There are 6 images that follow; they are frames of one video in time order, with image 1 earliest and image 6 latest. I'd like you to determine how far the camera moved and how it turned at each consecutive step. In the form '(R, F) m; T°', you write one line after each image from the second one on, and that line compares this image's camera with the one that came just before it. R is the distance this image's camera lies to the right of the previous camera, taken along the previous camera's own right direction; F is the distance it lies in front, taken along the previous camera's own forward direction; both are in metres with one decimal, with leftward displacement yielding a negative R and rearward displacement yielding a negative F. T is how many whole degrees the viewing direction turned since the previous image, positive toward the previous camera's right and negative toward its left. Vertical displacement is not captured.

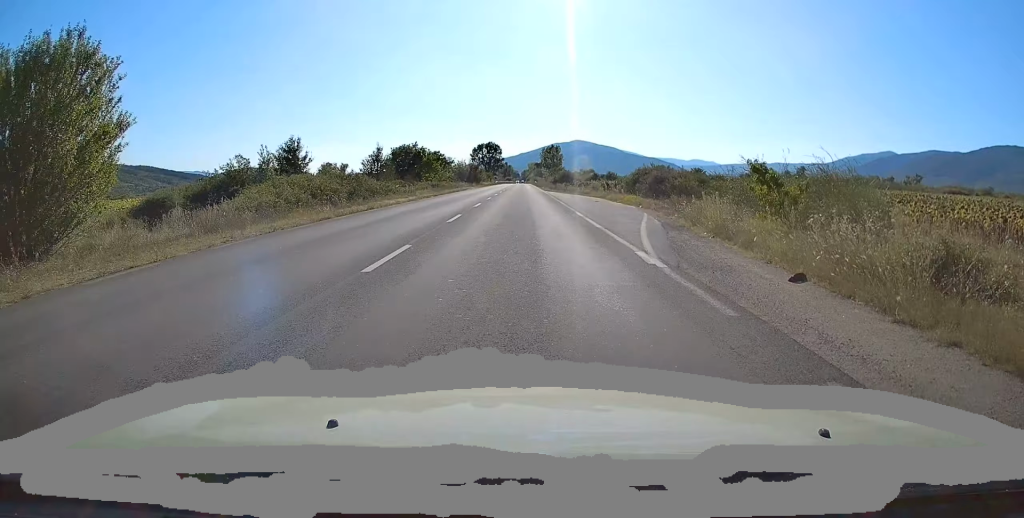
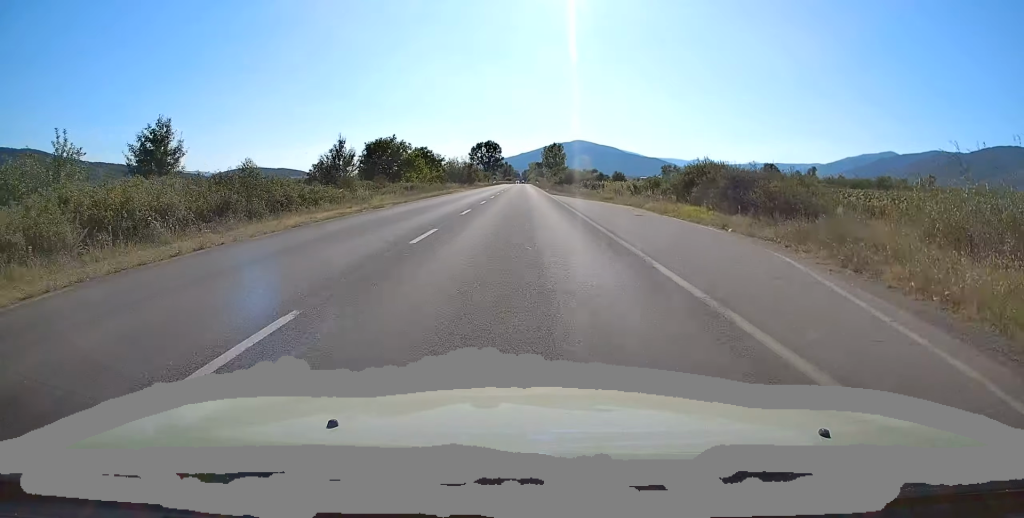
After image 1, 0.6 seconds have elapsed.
(0.0, +14.5) m; -1°
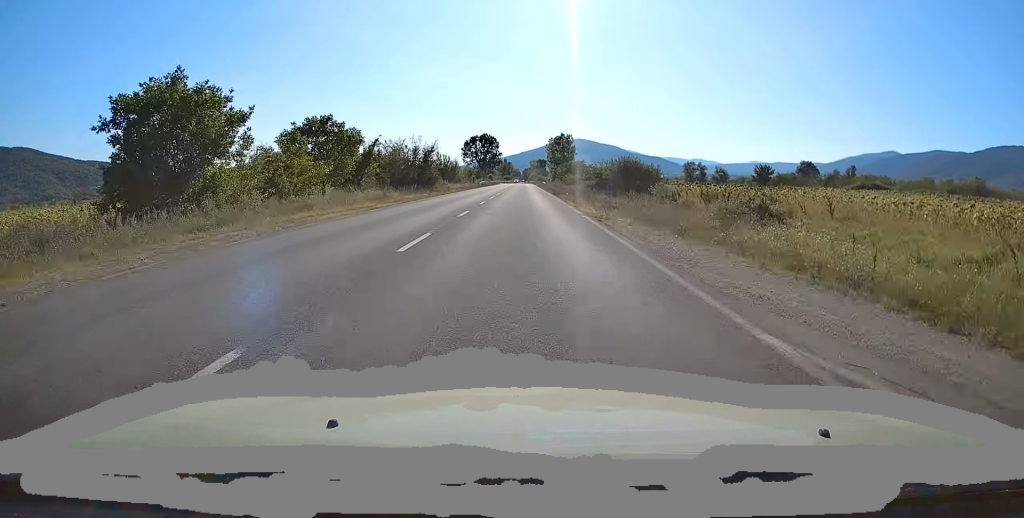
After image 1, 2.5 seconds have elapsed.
(-0.1, +46.2) m; +1°
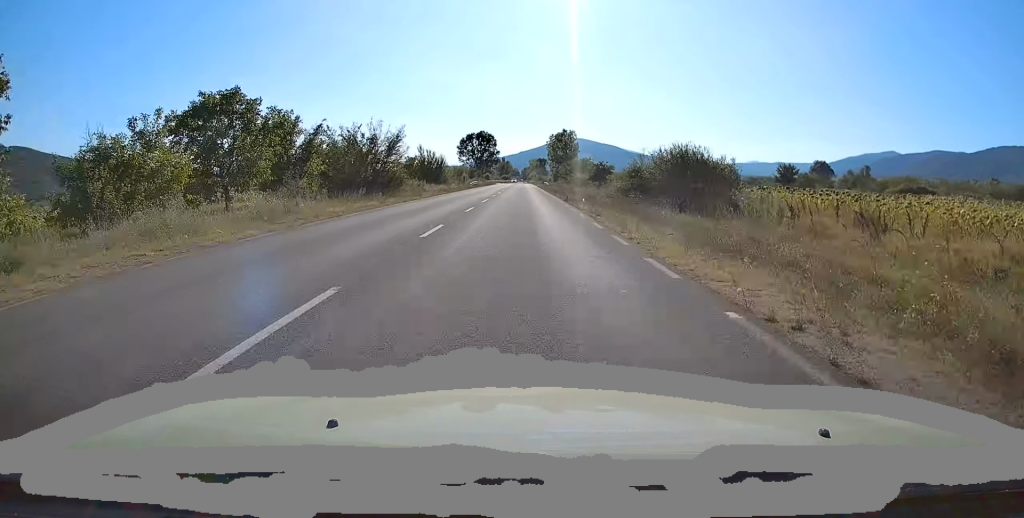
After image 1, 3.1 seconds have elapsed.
(+0.1, +15.4) m; 0°
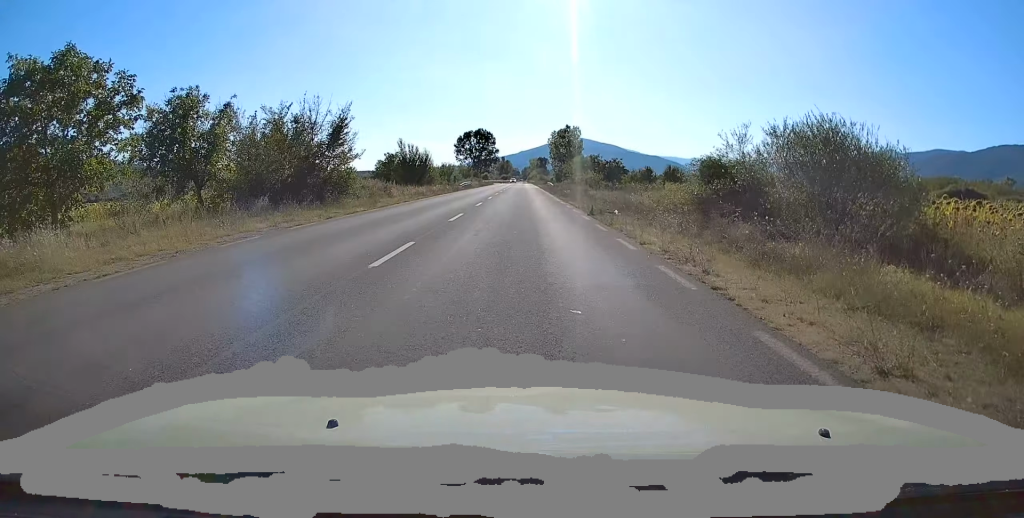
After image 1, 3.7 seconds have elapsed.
(0.0, +13.0) m; 0°
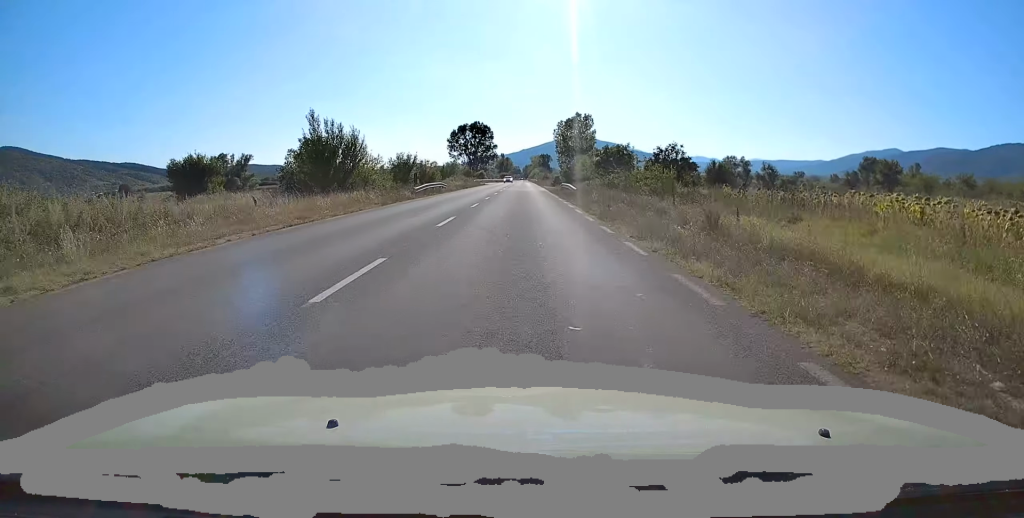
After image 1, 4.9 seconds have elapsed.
(-0.1, +29.4) m; 0°
